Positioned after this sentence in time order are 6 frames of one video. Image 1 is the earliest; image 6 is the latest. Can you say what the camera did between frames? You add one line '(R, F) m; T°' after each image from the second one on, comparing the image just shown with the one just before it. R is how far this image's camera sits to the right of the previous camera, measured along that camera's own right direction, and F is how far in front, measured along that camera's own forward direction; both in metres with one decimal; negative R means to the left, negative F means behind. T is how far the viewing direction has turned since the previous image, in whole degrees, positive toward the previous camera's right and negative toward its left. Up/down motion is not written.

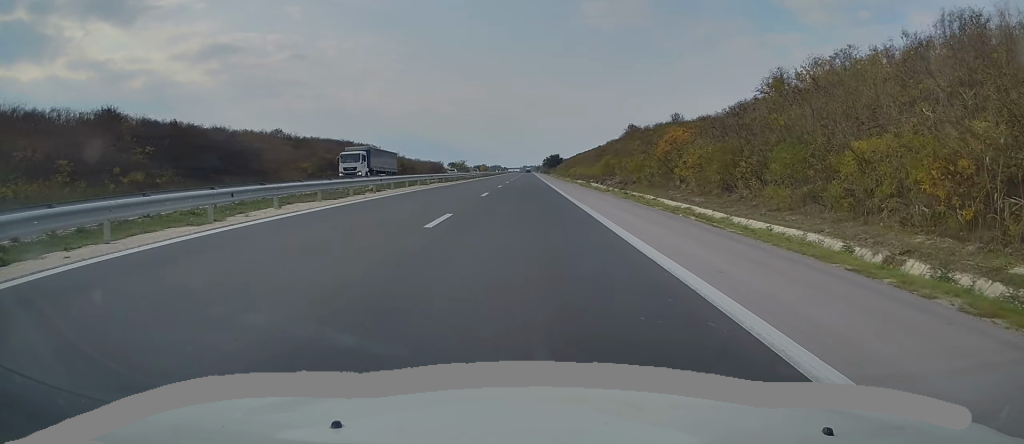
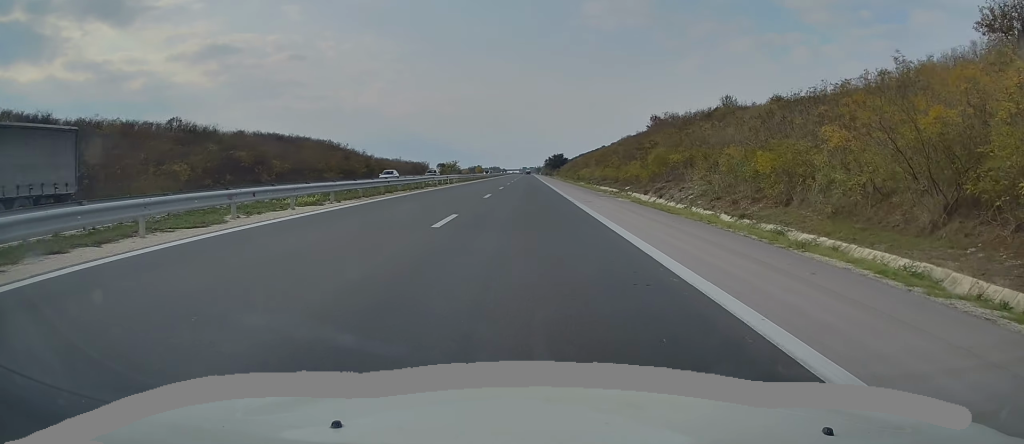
(+0.3, +30.9) m; +1°
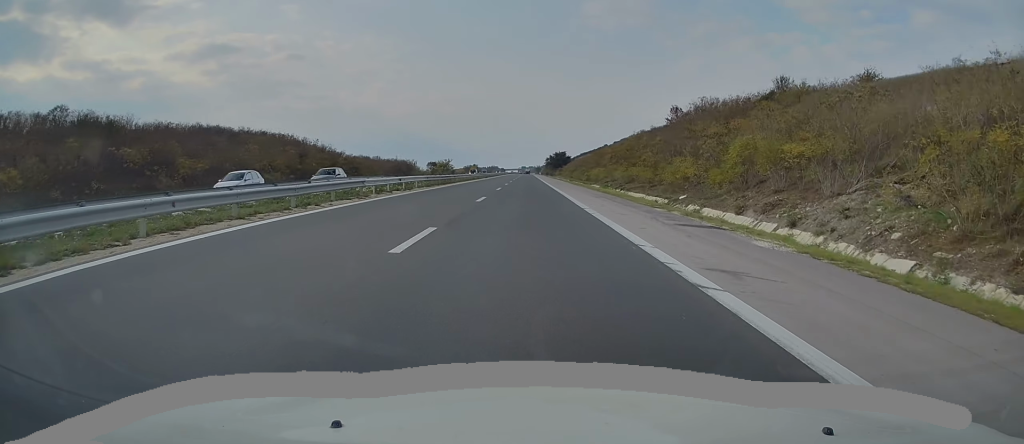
(+0.1, +20.0) m; 0°
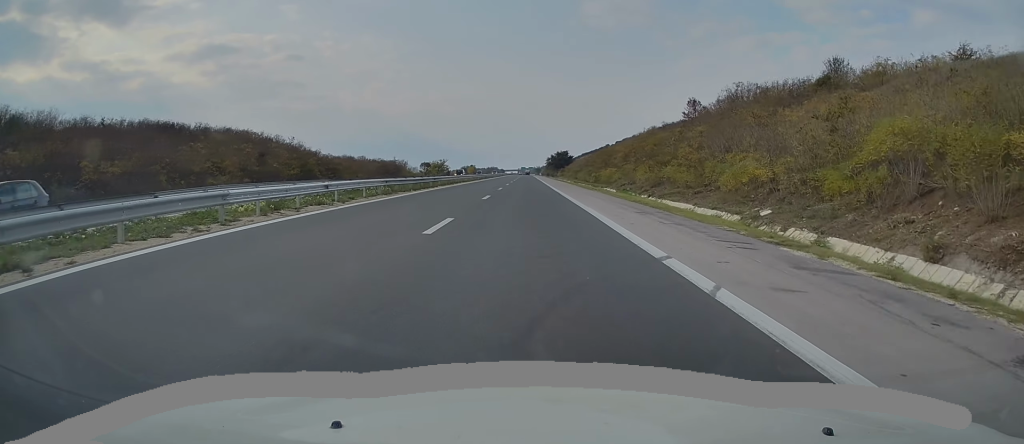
(-0.2, +12.7) m; -1°
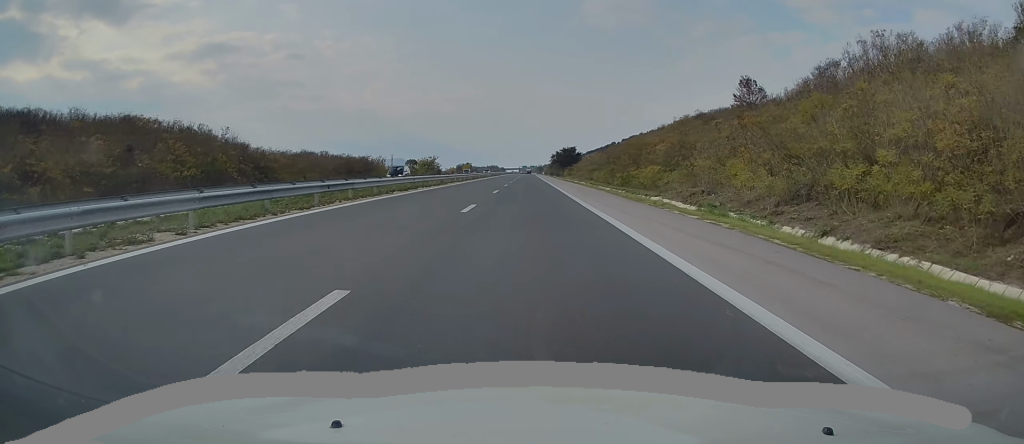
(-0.1, +25.5) m; 0°
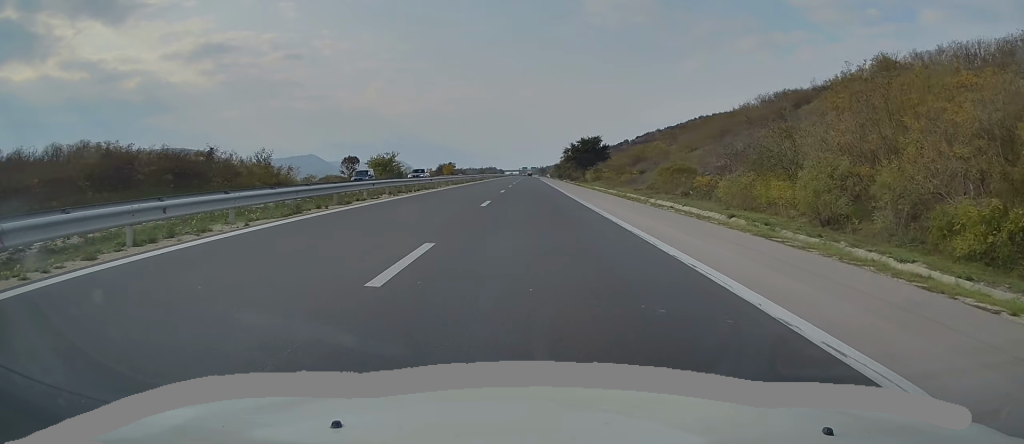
(+0.4, +58.3) m; 0°
